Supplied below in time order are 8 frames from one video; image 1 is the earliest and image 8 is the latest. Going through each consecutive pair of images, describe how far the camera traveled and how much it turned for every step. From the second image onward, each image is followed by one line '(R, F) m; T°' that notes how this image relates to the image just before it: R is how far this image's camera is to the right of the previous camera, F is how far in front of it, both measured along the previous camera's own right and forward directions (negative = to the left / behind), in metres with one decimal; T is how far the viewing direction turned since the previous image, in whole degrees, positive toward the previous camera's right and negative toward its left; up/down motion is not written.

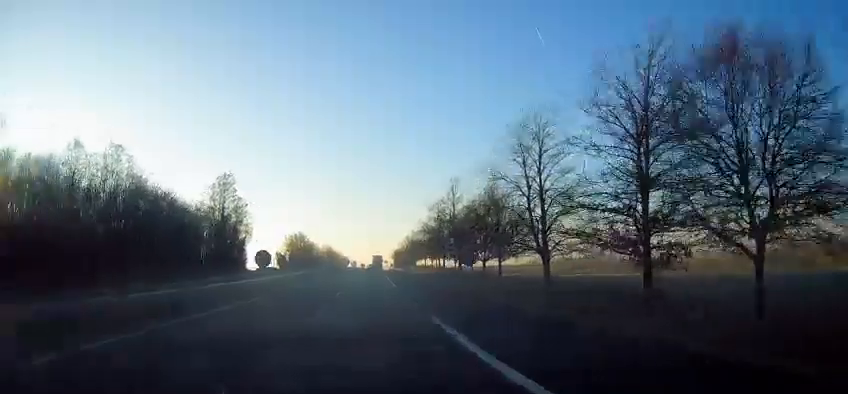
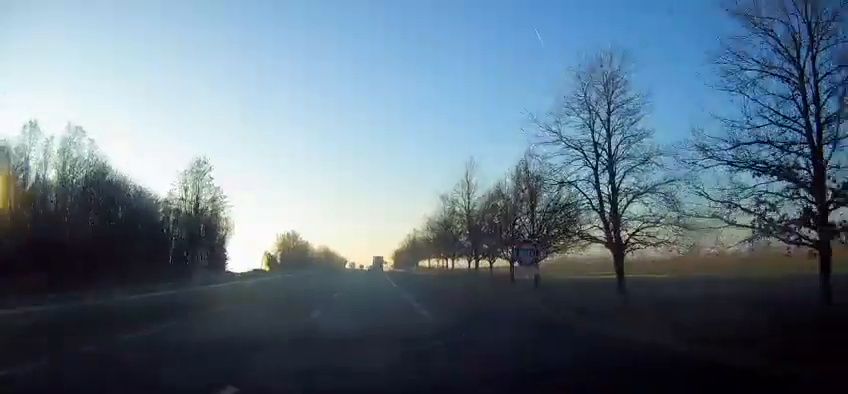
(-0.2, +12.5) m; 0°
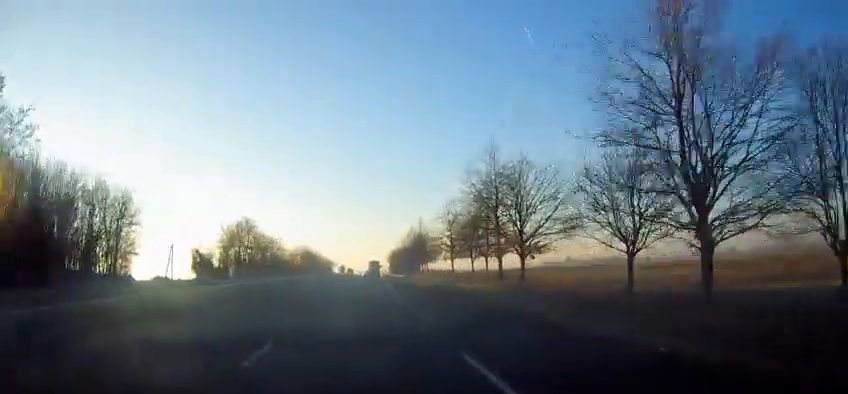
(+0.7, +47.2) m; +1°
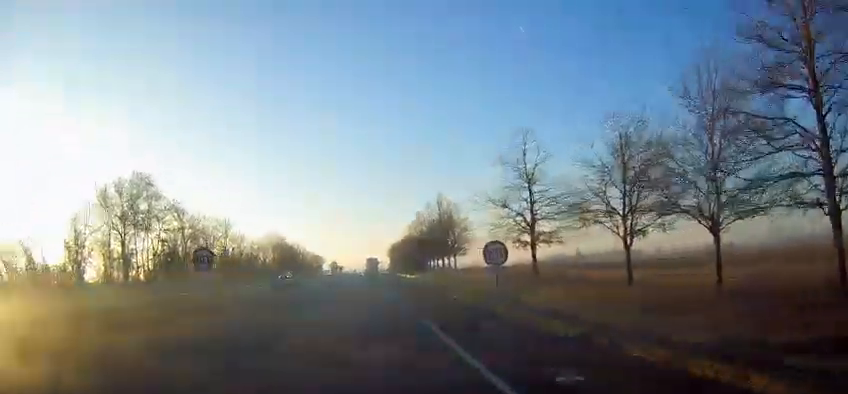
(-0.1, +45.4) m; +1°
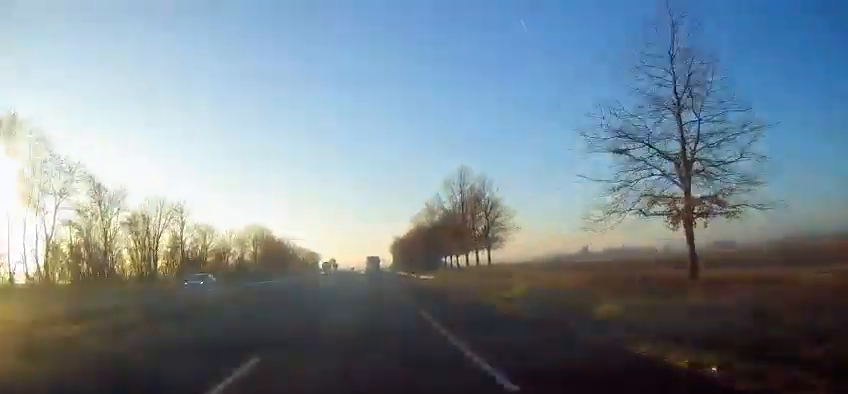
(+0.1, +22.2) m; 0°
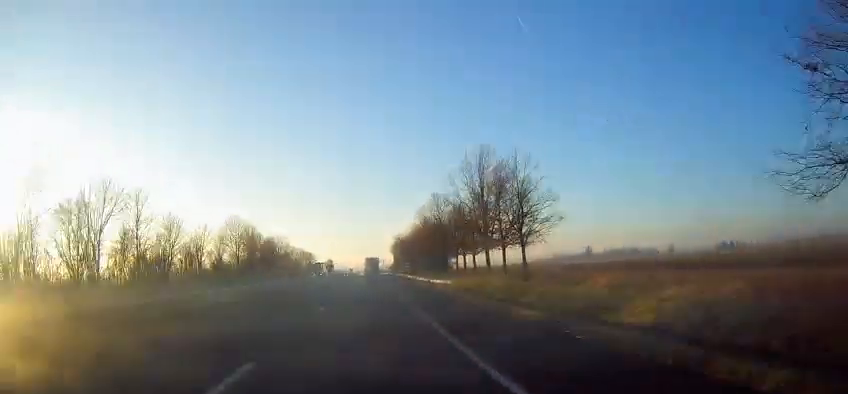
(0.0, +13.5) m; 0°
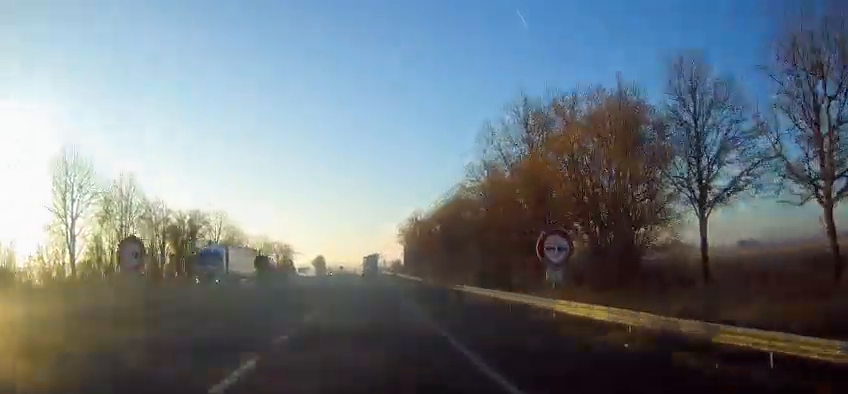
(0.0, +55.3) m; 0°
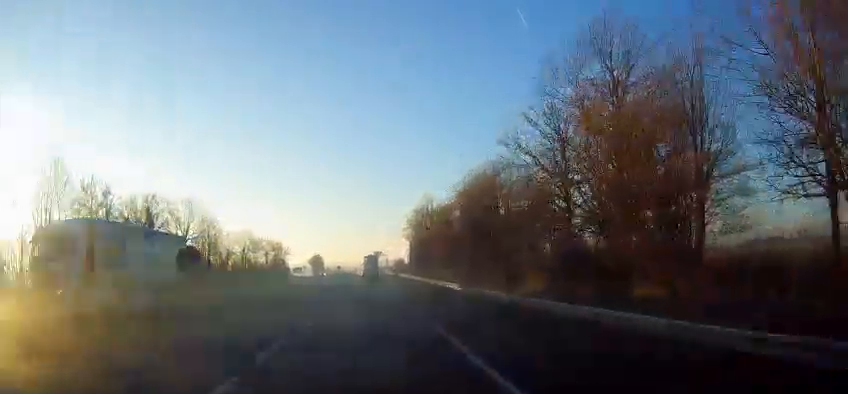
(0.0, +14.6) m; 0°
